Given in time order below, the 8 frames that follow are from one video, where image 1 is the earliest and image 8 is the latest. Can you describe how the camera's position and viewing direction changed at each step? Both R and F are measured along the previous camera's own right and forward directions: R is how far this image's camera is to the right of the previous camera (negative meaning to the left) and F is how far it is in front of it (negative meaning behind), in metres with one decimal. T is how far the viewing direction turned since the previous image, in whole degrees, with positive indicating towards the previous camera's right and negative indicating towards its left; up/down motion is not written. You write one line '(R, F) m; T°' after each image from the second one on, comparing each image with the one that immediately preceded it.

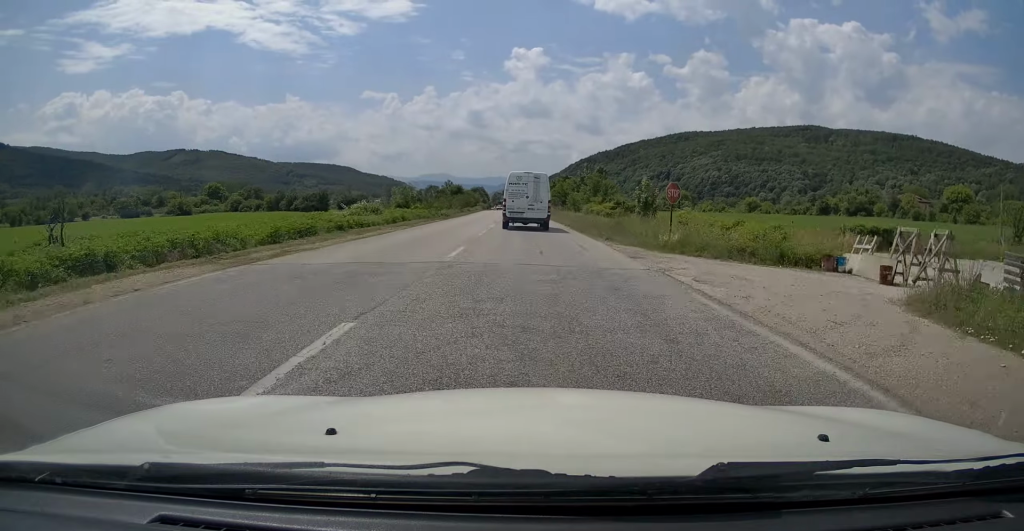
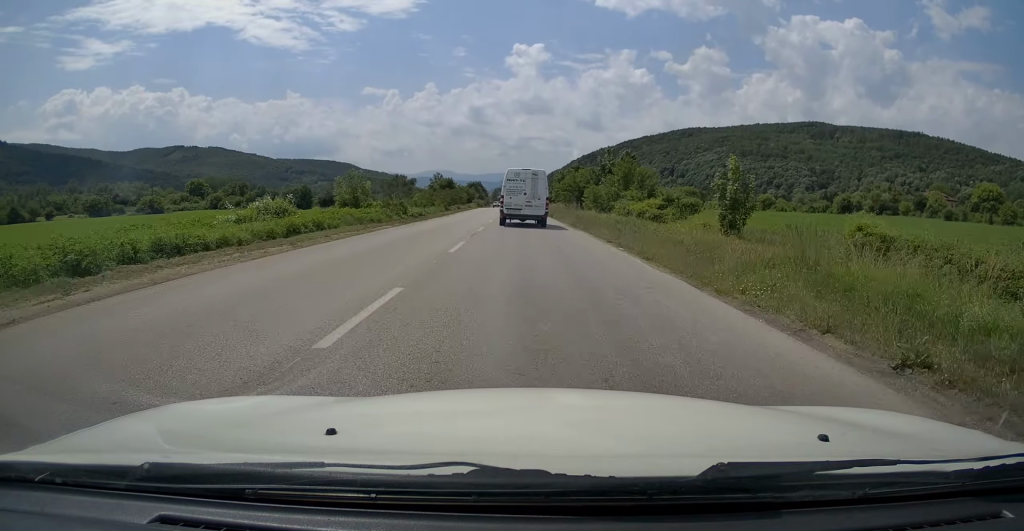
(-0.1, +17.9) m; -1°
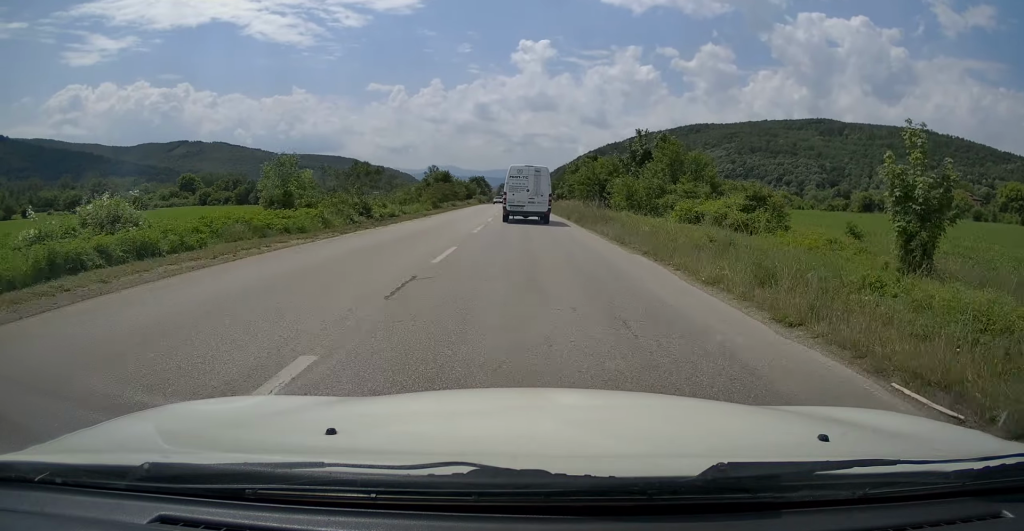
(-0.1, +12.5) m; 0°
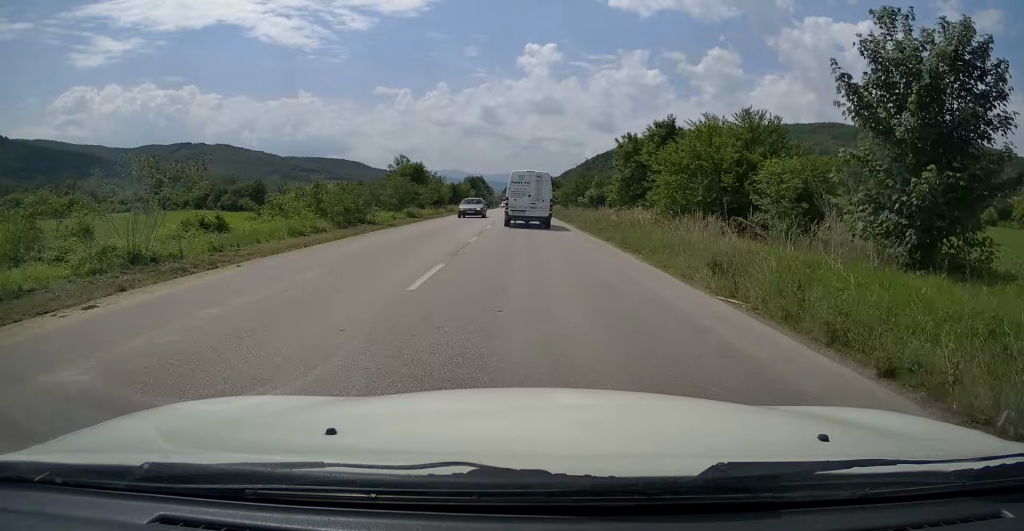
(-0.1, +29.9) m; 0°
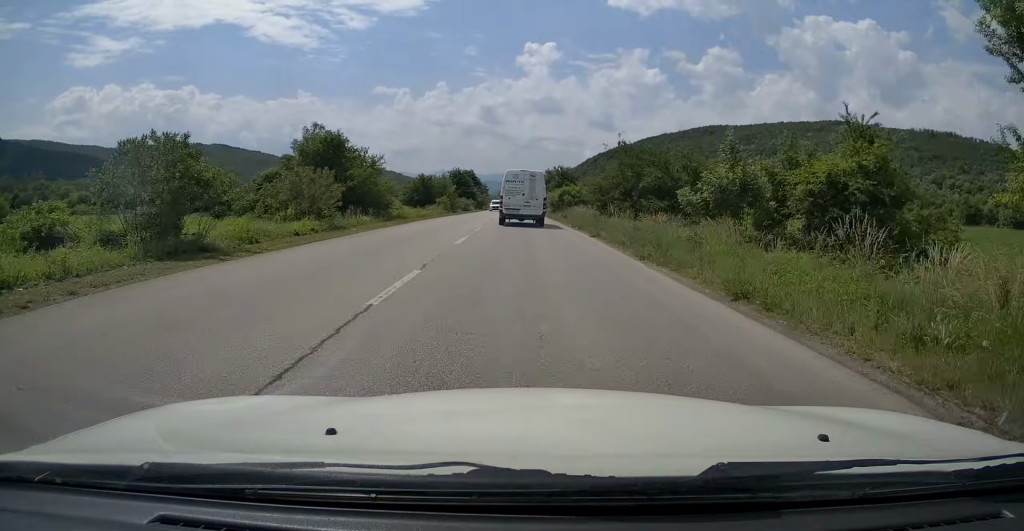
(+0.1, +28.7) m; 0°
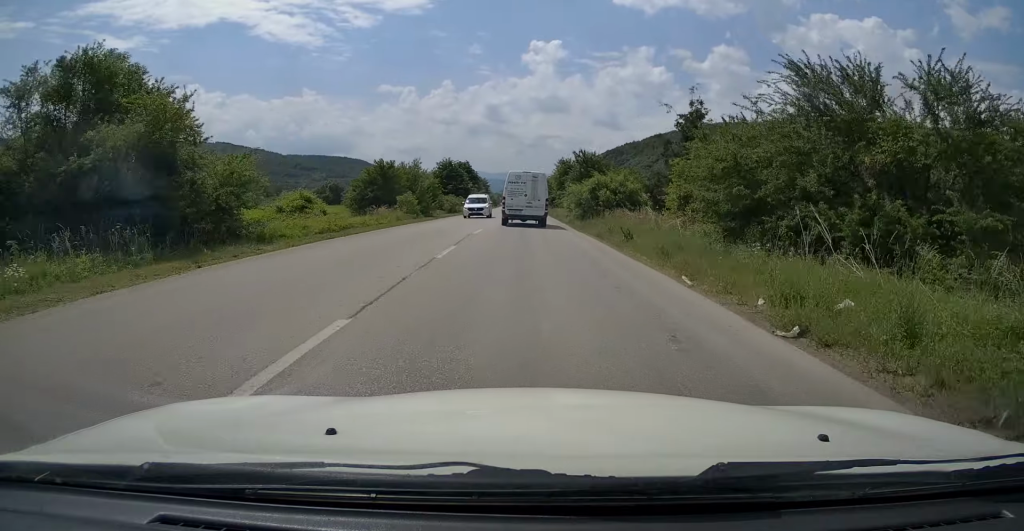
(-0.3, +22.1) m; 0°
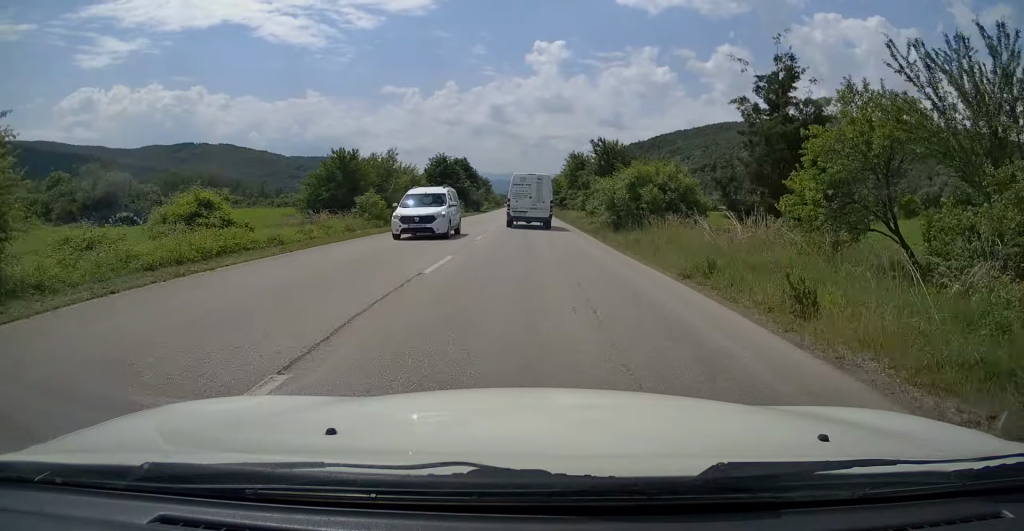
(0.0, +11.0) m; 0°
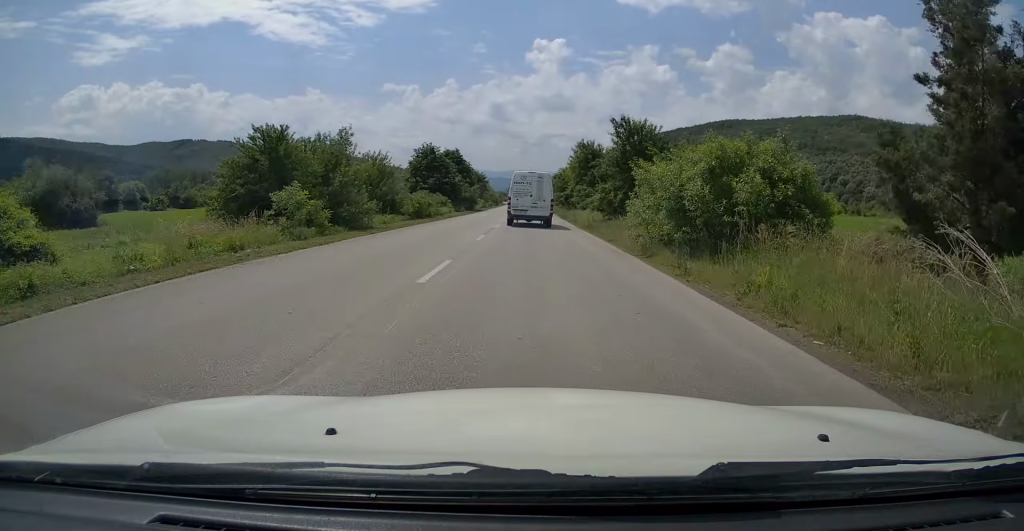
(+0.1, +10.3) m; 0°
